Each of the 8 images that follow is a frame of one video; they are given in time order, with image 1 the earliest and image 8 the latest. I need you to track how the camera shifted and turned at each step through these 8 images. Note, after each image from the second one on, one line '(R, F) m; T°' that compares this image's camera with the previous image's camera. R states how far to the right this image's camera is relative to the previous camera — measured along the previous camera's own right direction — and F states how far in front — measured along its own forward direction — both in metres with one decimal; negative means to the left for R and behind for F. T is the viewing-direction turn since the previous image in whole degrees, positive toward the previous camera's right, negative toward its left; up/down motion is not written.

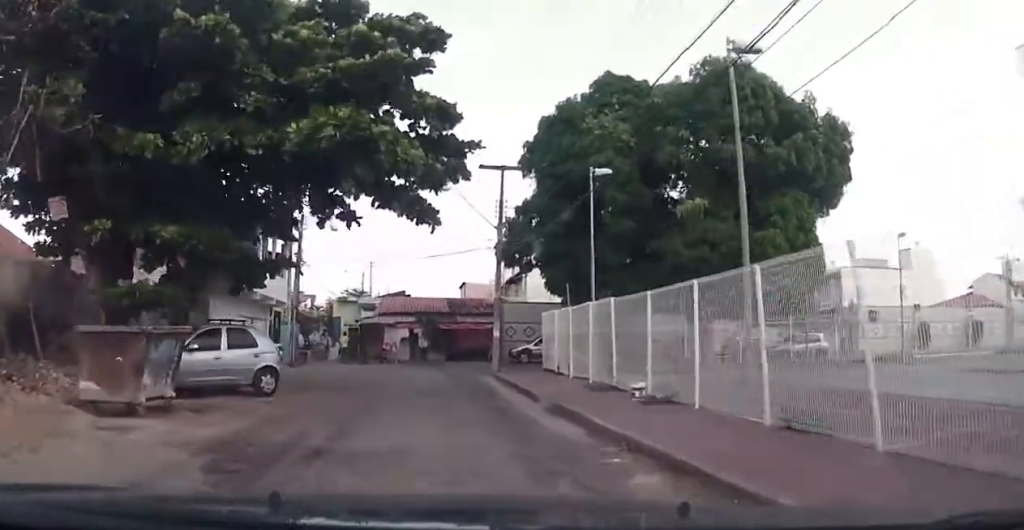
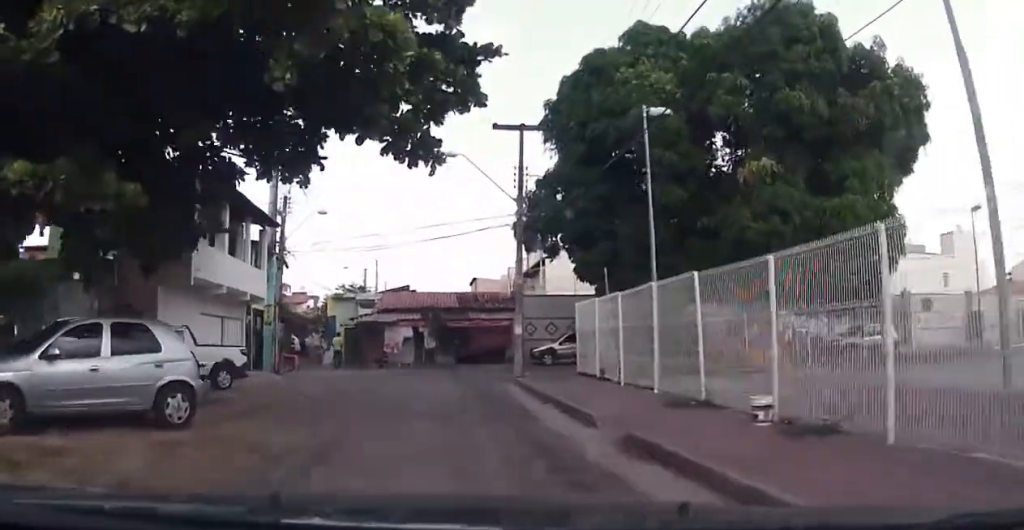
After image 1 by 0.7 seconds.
(0.0, +5.3) m; -3°
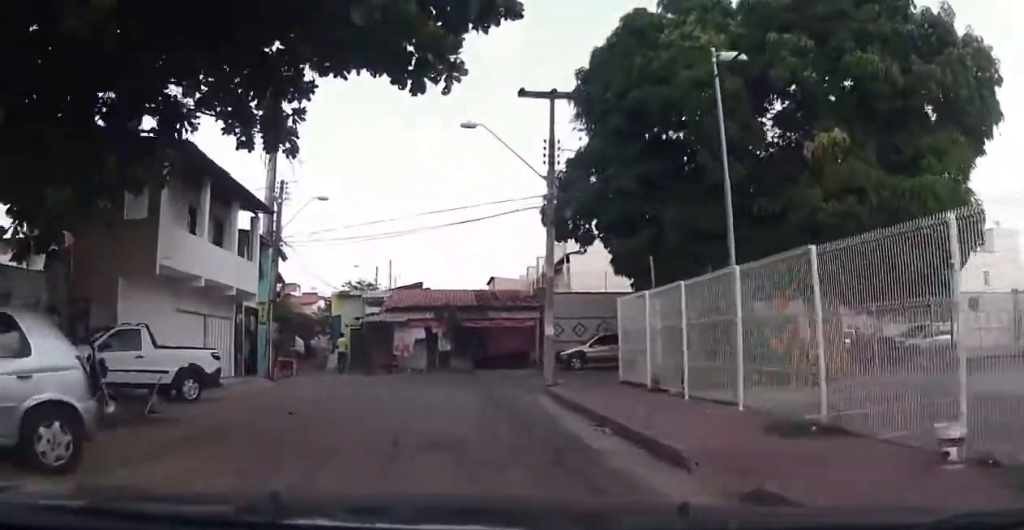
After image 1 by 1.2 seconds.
(-0.2, +3.5) m; 0°
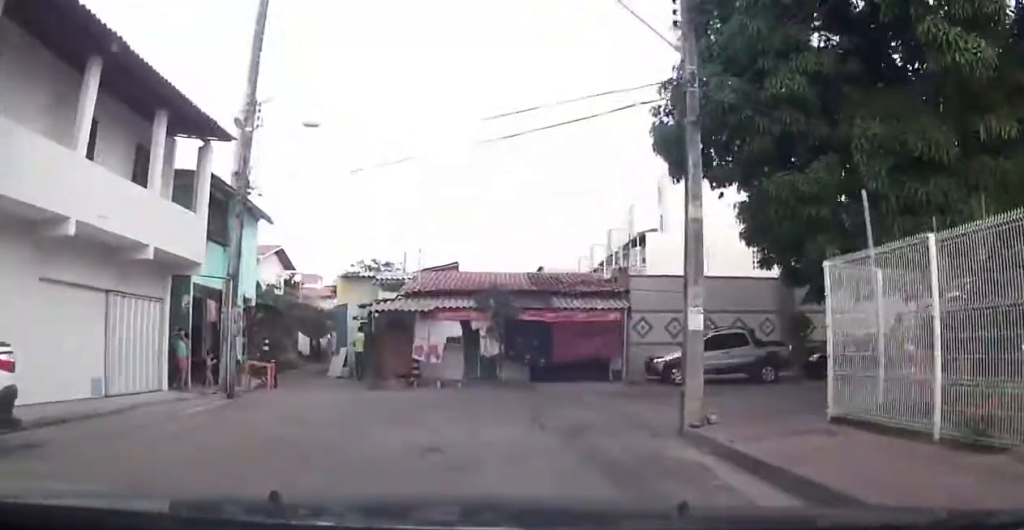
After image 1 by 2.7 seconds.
(+0.2, +9.2) m; -1°
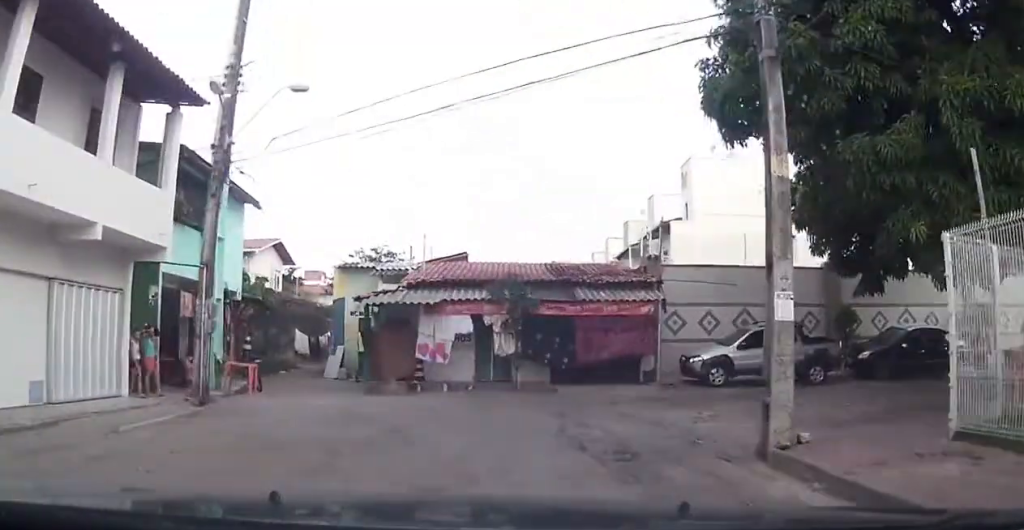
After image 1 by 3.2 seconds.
(-0.3, +2.5) m; -1°
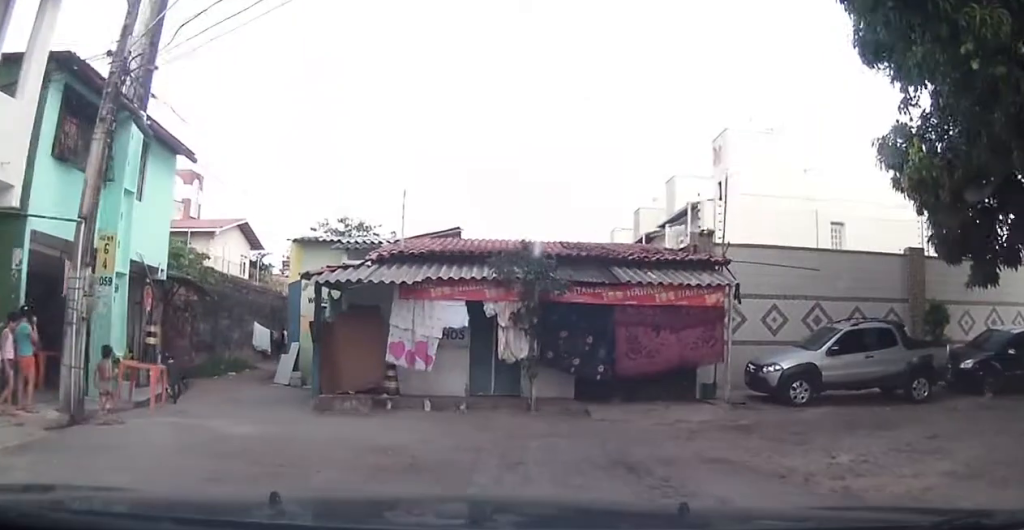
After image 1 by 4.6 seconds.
(+0.1, +5.9) m; +7°
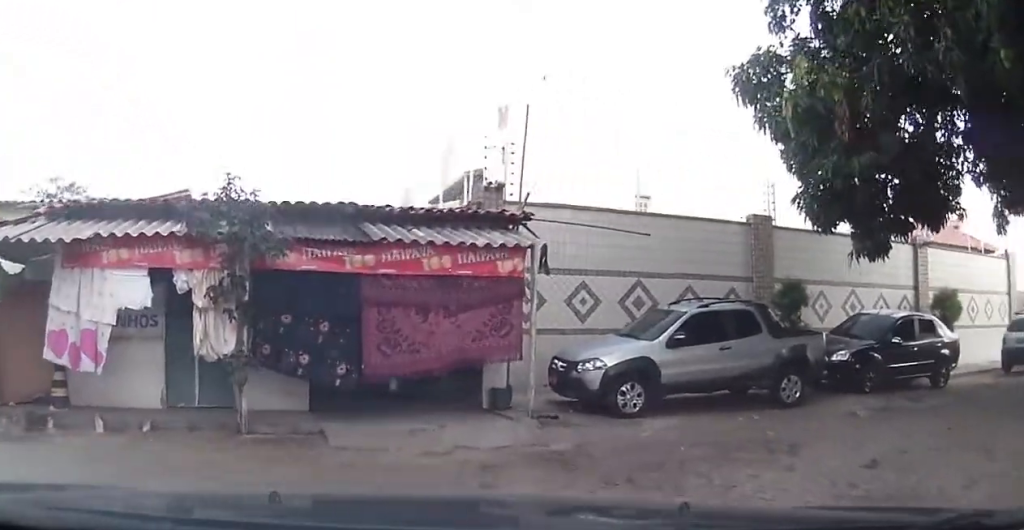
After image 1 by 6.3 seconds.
(+0.9, +4.3) m; +22°
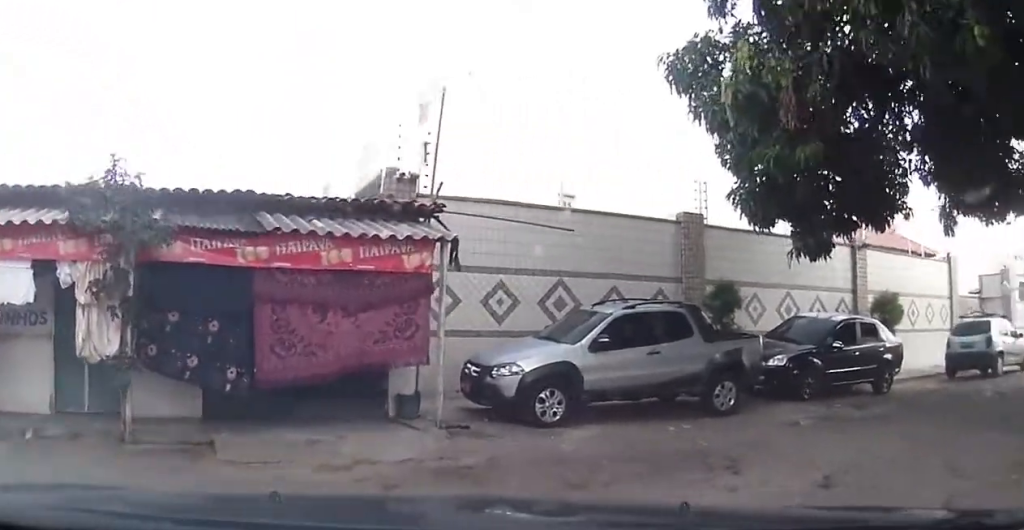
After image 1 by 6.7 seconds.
(+0.1, +0.9) m; +5°
